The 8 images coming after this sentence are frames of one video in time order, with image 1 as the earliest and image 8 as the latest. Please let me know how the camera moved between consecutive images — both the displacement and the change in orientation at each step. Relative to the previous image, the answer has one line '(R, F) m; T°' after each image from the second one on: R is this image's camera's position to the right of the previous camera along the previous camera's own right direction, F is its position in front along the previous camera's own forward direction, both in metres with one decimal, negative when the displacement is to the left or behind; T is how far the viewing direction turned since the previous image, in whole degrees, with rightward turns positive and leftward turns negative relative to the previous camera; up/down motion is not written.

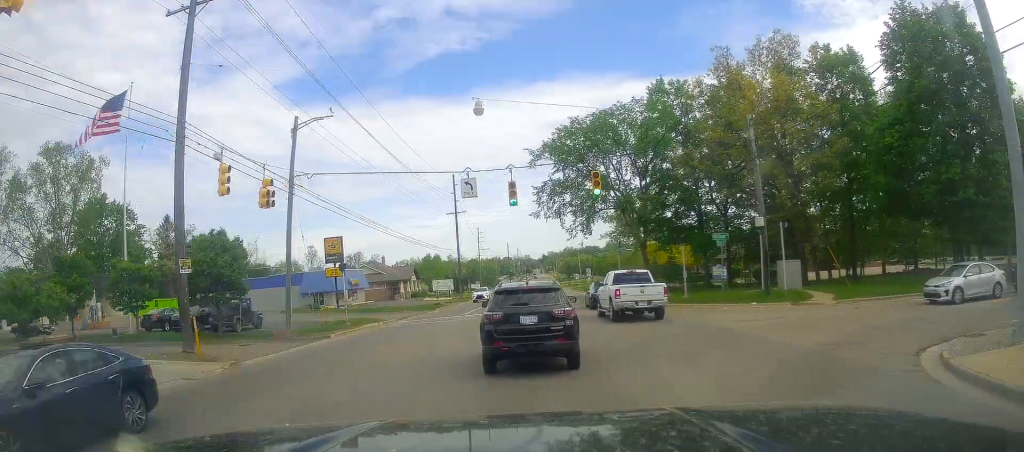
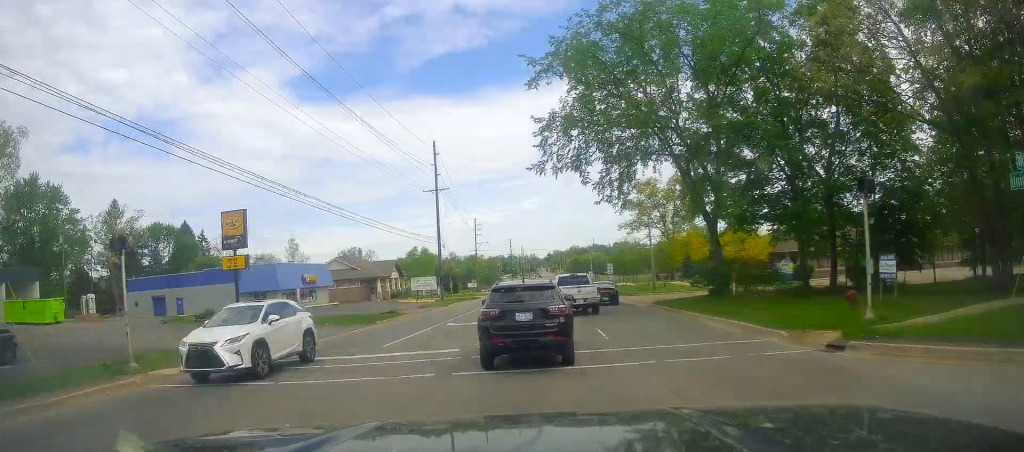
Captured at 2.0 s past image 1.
(+0.4, +19.3) m; +2°
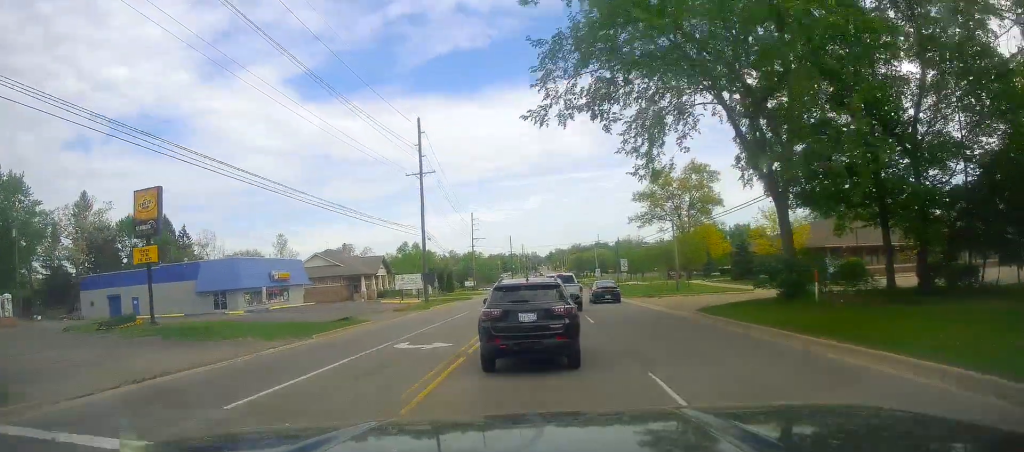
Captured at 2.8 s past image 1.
(-0.4, +9.3) m; 0°
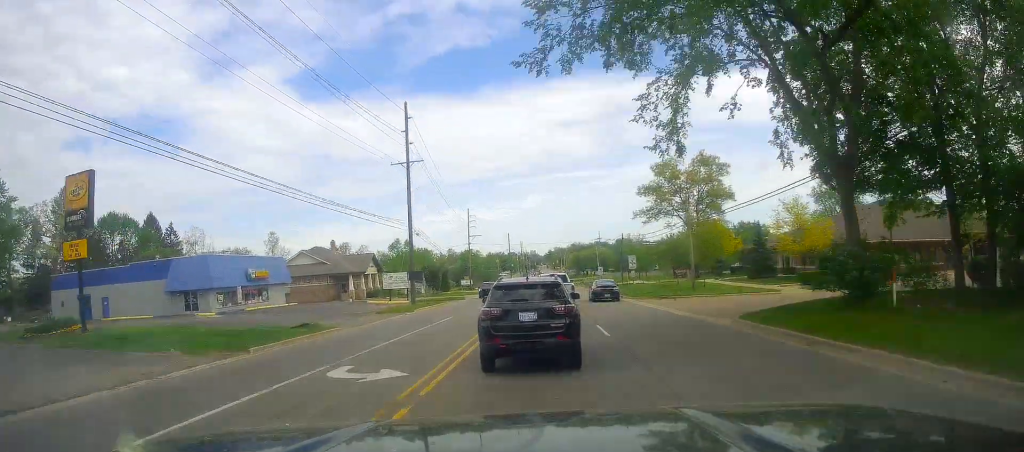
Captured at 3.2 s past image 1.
(+0.3, +5.3) m; +1°
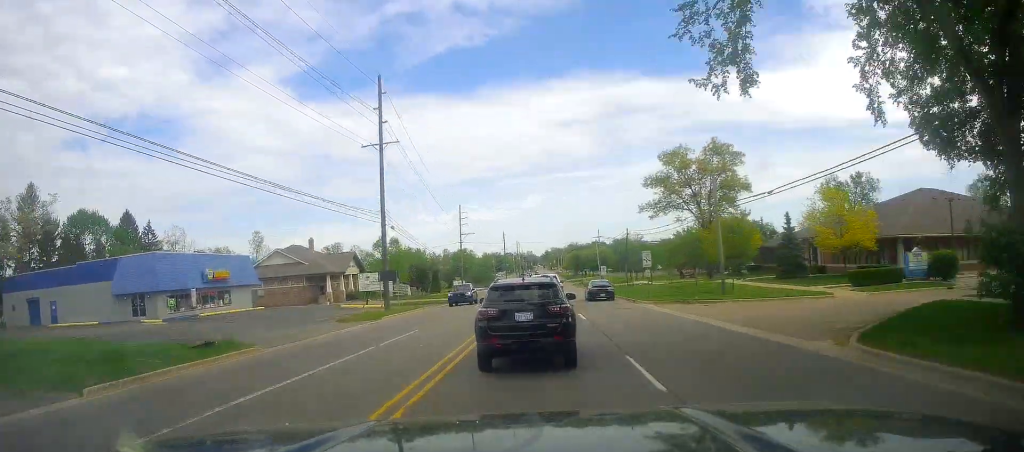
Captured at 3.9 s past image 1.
(+0.2, +7.8) m; +1°
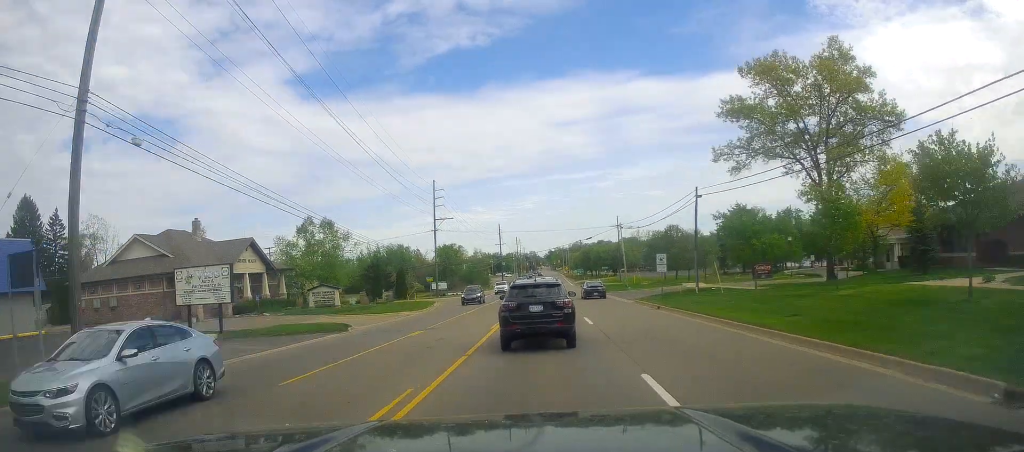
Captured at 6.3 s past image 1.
(+0.4, +32.4) m; 0°
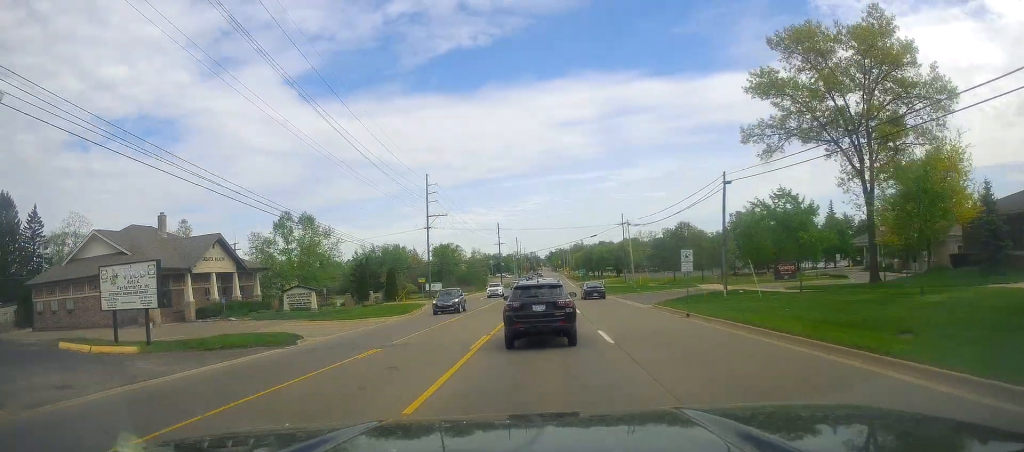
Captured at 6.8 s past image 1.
(+0.1, +6.0) m; -1°
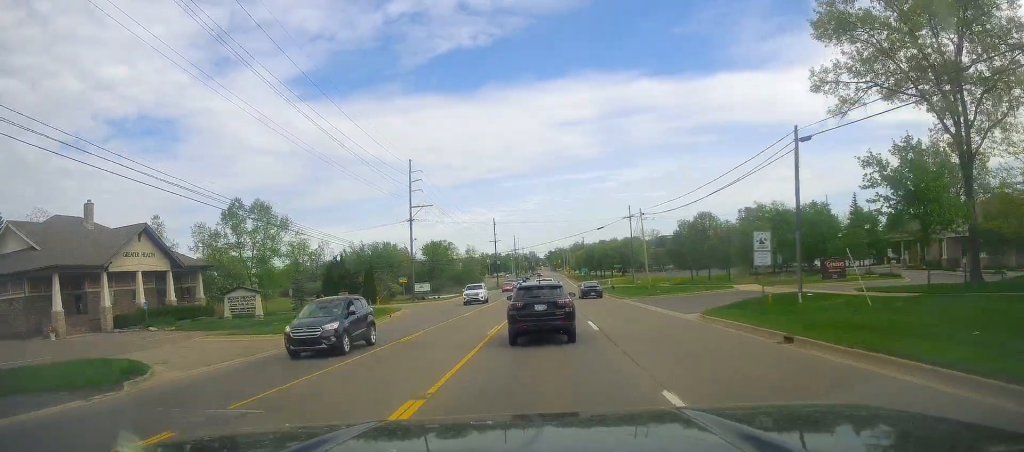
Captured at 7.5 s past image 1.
(-0.5, +10.5) m; 0°
